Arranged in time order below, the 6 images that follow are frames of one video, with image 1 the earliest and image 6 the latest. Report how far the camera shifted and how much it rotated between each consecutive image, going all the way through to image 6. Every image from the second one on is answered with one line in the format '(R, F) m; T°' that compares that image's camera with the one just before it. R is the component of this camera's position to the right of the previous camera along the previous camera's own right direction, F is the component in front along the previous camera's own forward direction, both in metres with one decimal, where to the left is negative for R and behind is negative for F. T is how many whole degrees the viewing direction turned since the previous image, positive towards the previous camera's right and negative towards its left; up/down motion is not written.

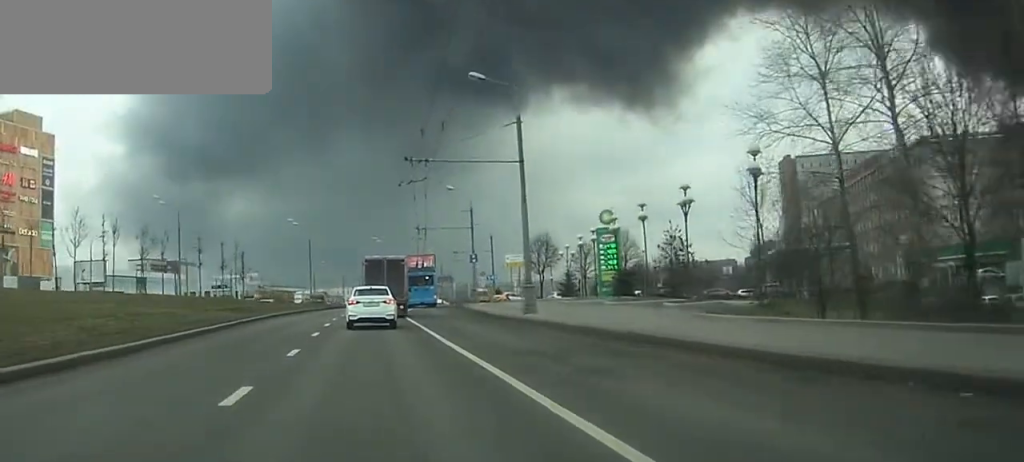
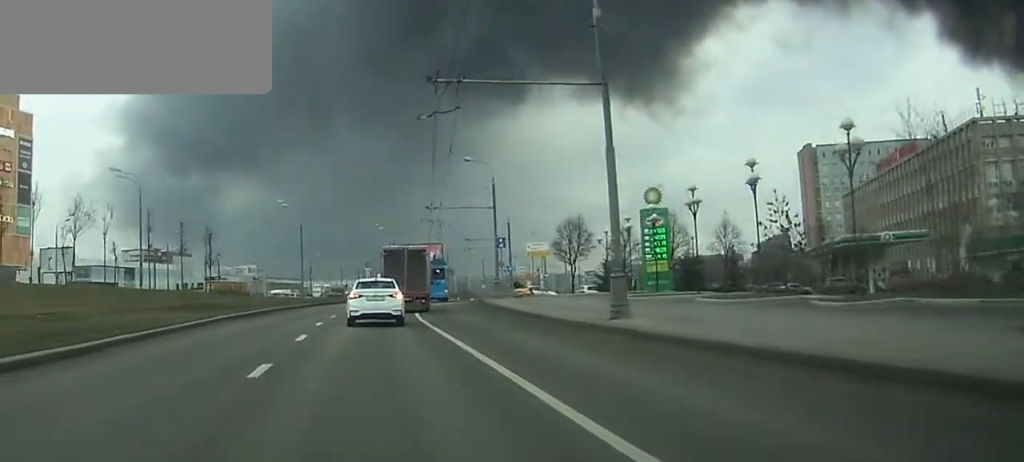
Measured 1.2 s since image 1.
(0.0, +14.2) m; 0°
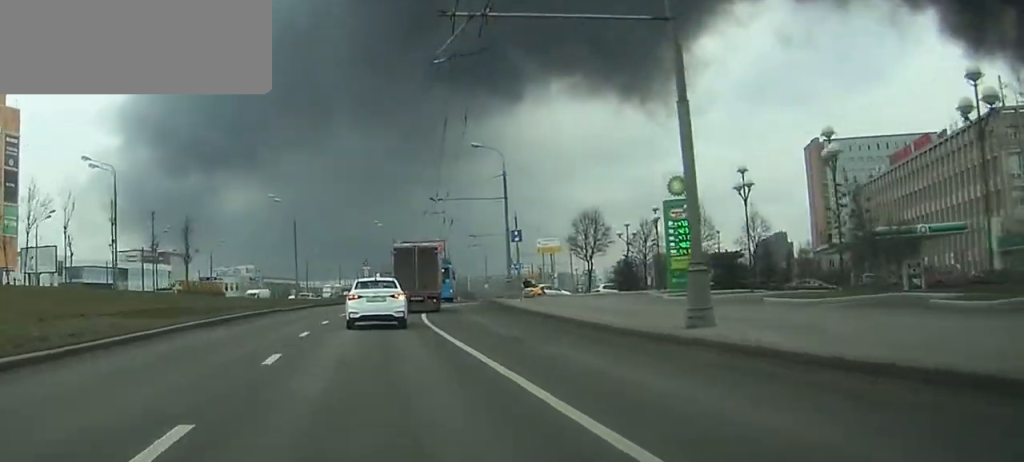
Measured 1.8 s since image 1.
(0.0, +6.5) m; 0°
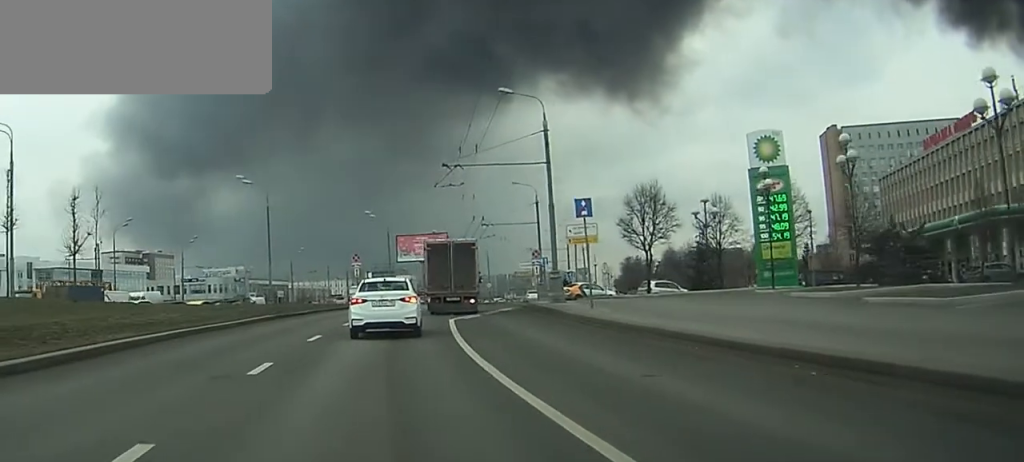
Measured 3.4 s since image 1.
(-0.1, +17.4) m; -1°
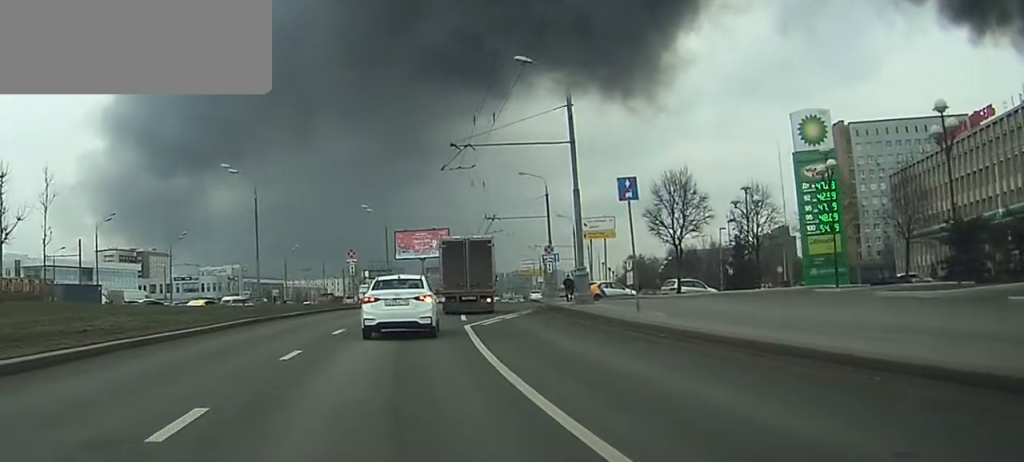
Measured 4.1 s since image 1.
(0.0, +6.0) m; 0°
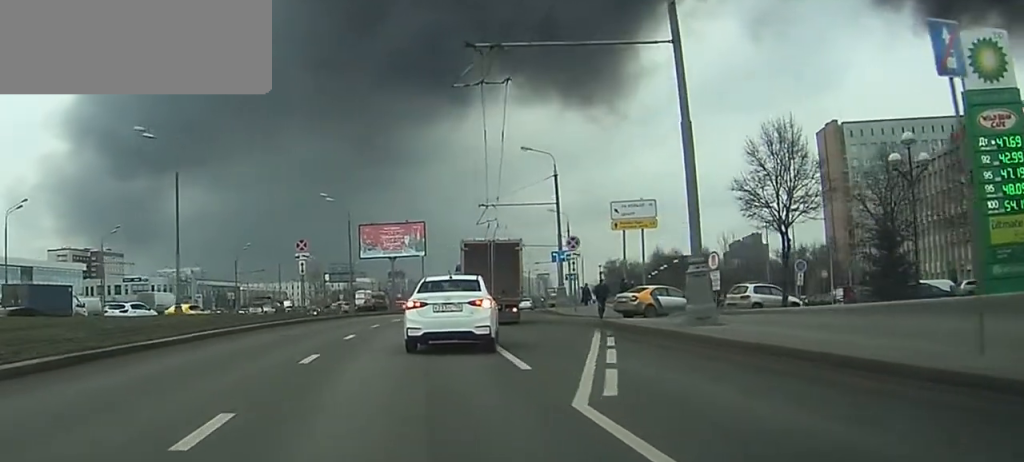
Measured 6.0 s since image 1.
(+0.1, +14.9) m; +2°
